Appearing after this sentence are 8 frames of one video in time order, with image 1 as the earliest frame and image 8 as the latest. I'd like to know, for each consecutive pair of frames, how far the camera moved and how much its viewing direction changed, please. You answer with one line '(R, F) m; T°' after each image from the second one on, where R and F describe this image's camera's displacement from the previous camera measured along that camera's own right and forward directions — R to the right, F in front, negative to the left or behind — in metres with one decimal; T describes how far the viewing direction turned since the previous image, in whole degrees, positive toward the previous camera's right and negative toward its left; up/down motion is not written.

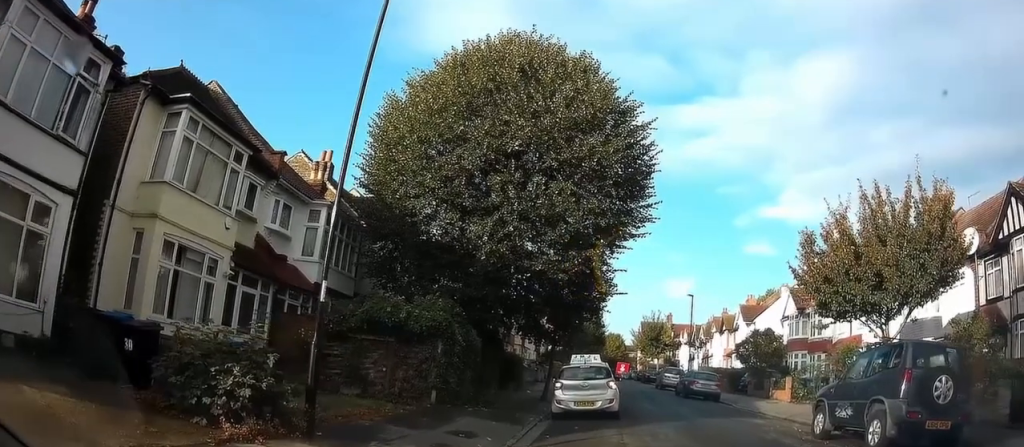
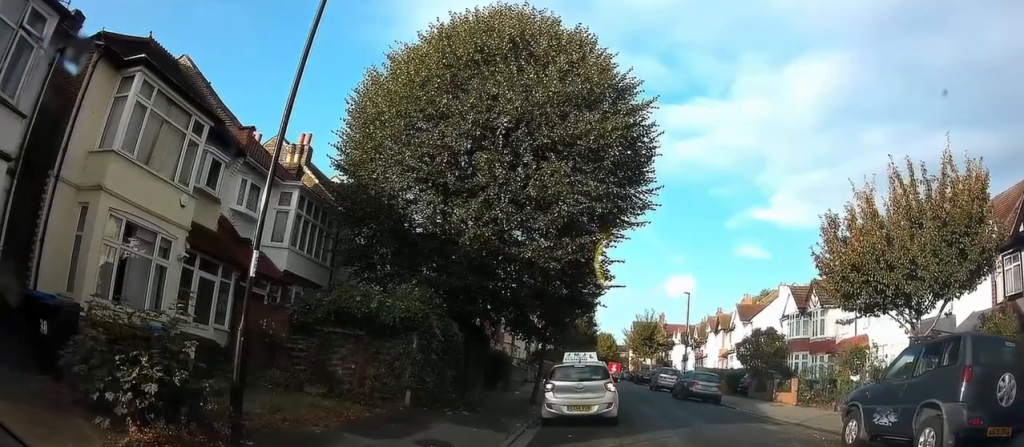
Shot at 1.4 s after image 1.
(0.0, +1.8) m; 0°
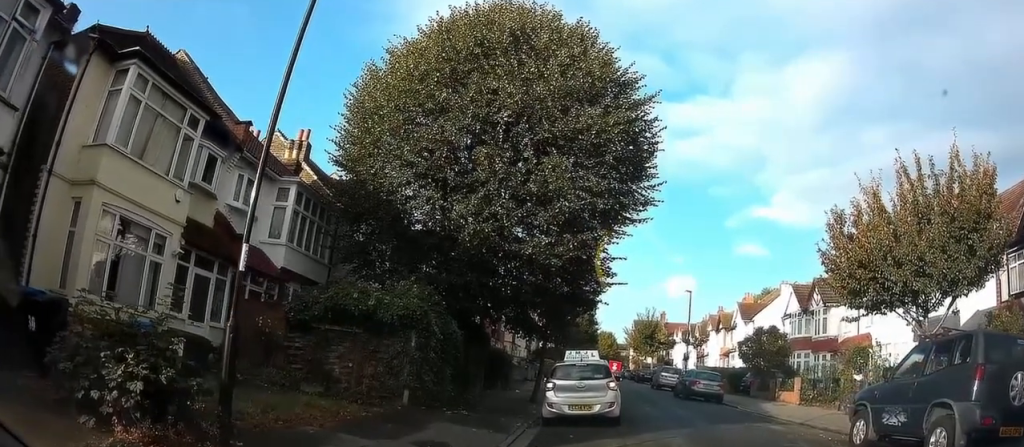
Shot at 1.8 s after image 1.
(+0.1, +0.2) m; 0°
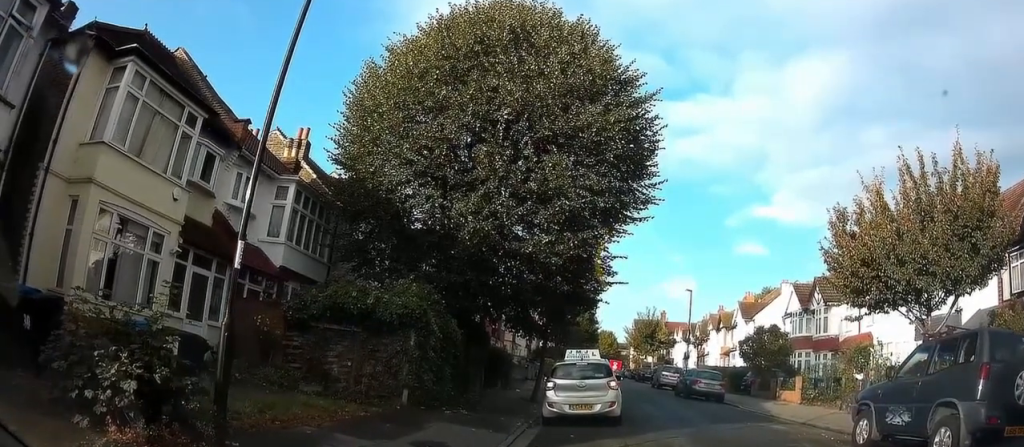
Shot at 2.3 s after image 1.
(+0.1, +0.2) m; 0°
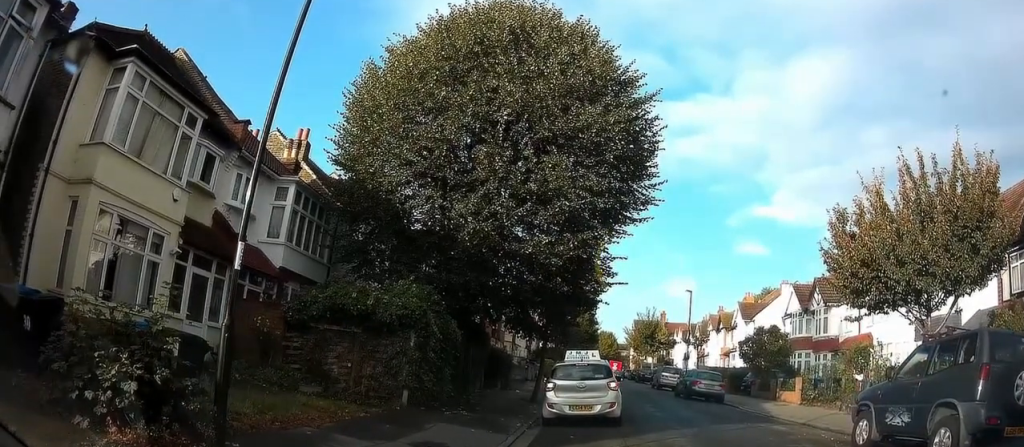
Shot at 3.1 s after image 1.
(-0.2, +0.2) m; 0°
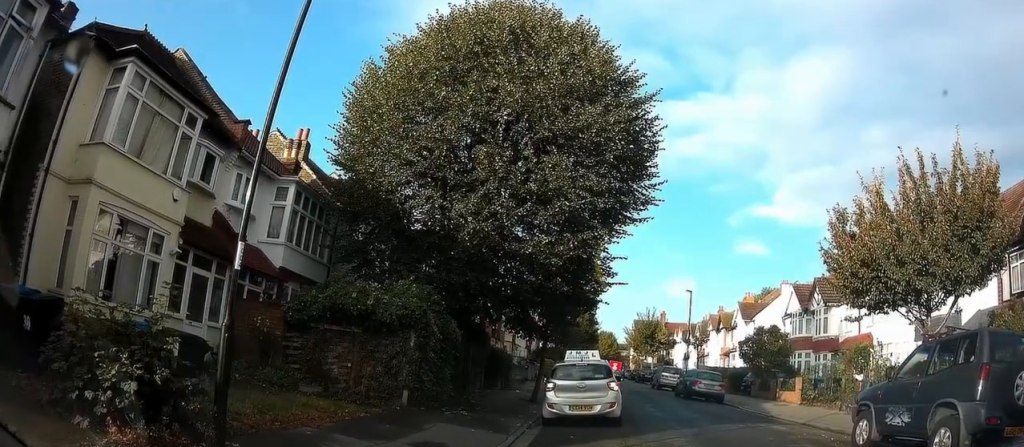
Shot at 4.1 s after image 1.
(0.0, 0.0) m; 0°
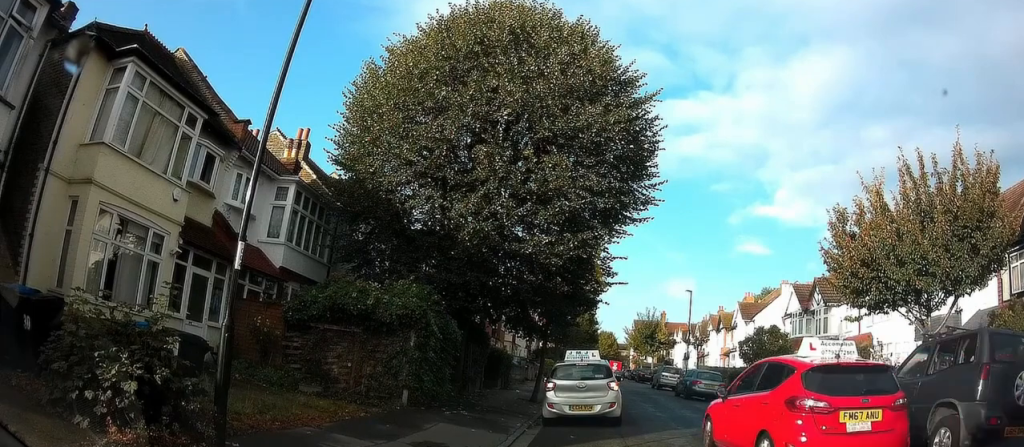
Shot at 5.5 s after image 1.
(0.0, 0.0) m; 0°
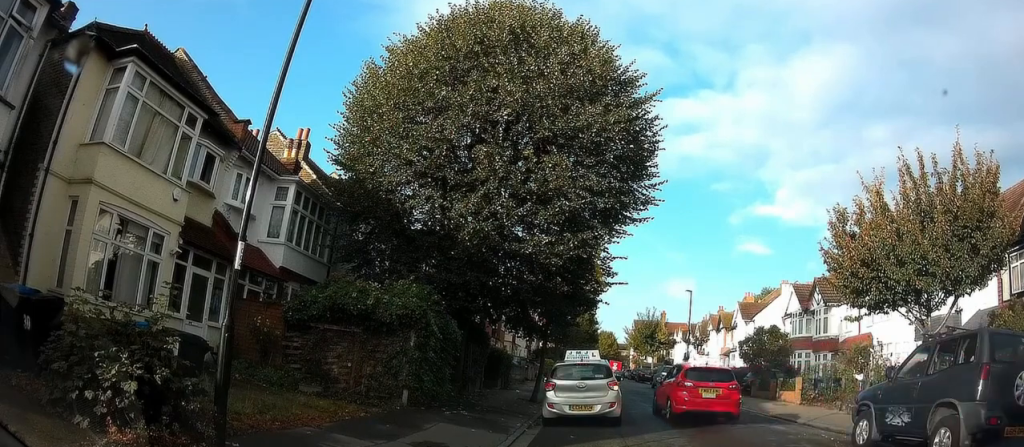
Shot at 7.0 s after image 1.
(0.0, 0.0) m; 0°
